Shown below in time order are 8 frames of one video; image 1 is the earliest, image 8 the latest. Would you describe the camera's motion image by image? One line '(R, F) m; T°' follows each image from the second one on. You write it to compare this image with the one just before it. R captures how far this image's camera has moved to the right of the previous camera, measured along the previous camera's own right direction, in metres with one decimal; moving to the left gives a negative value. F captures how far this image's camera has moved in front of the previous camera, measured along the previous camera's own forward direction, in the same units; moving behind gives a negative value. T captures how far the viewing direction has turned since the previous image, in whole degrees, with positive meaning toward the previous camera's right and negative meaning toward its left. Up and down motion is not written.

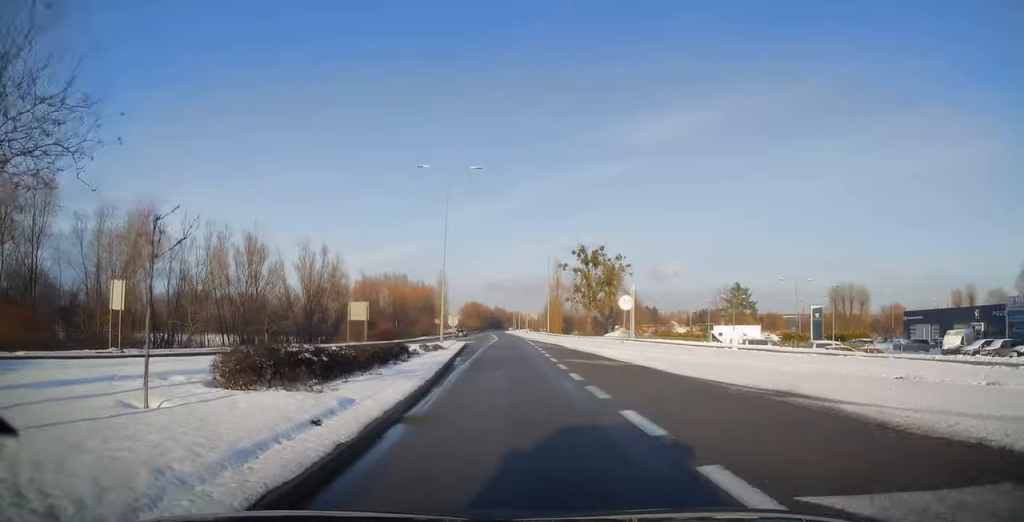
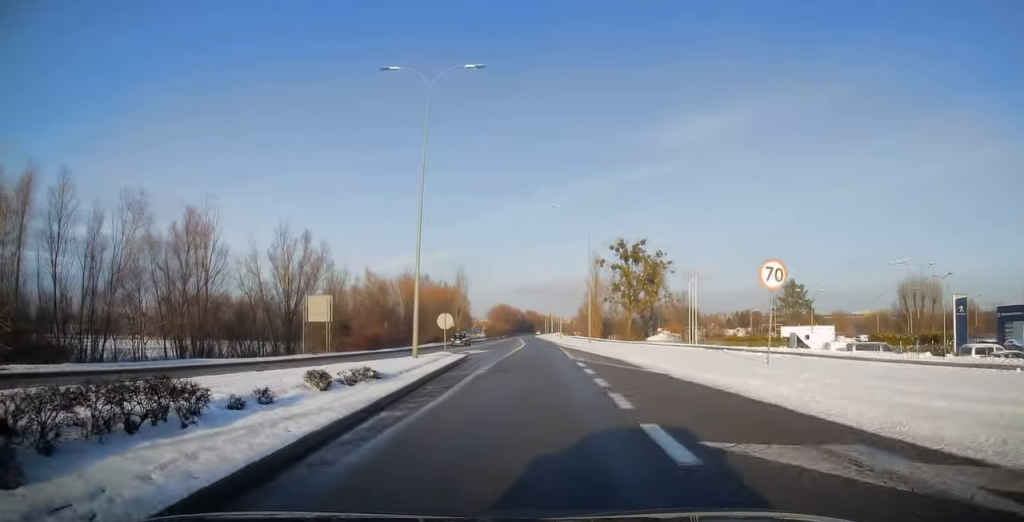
(-0.4, +17.3) m; -2°
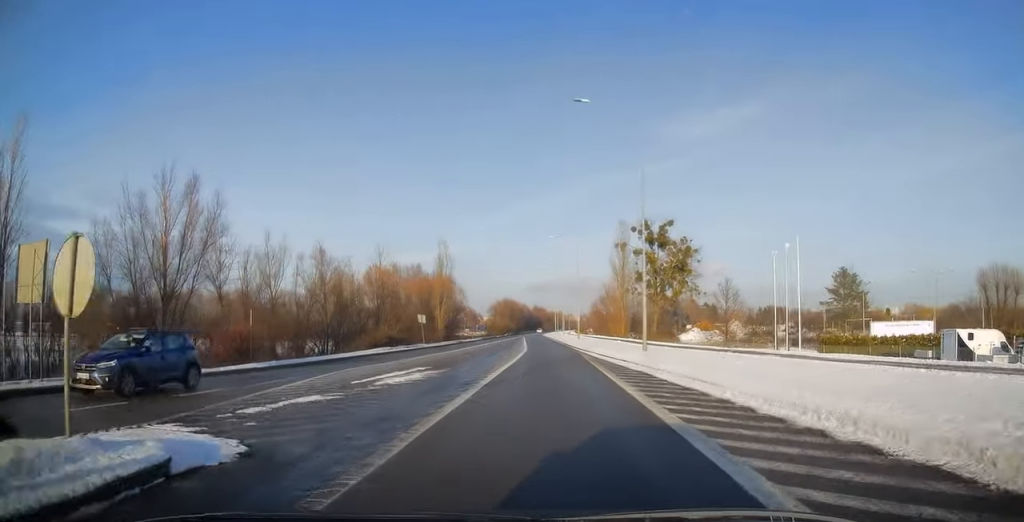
(-0.3, +25.0) m; -2°
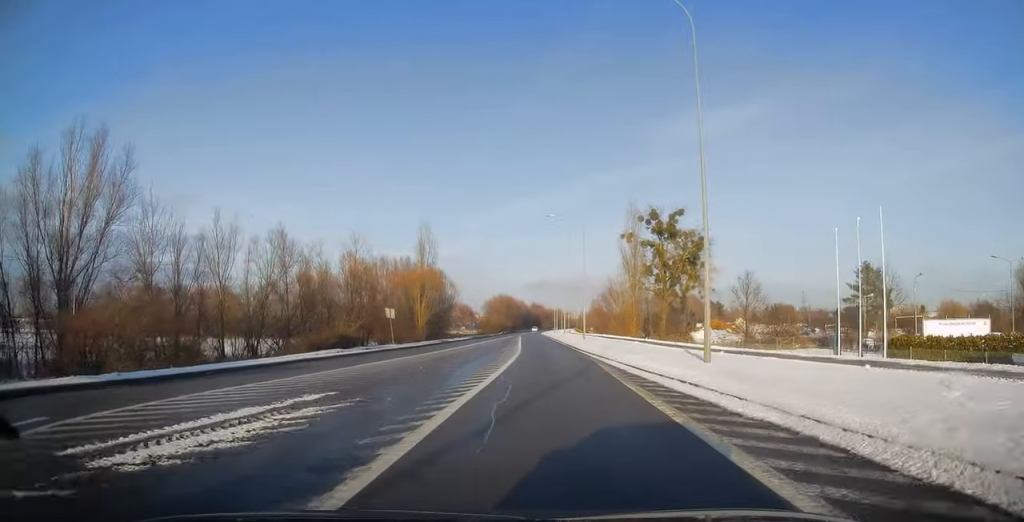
(-0.1, +11.2) m; 0°
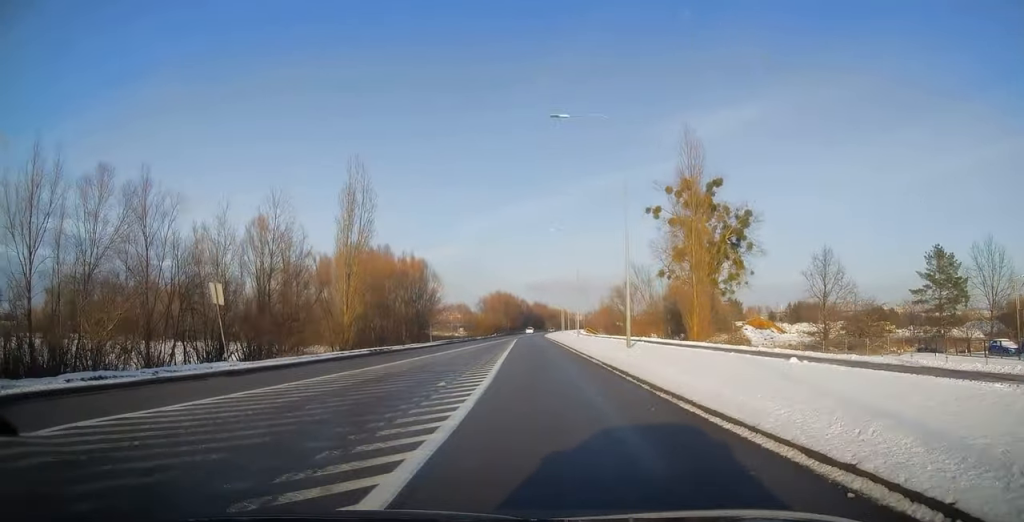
(0.0, +25.3) m; 0°
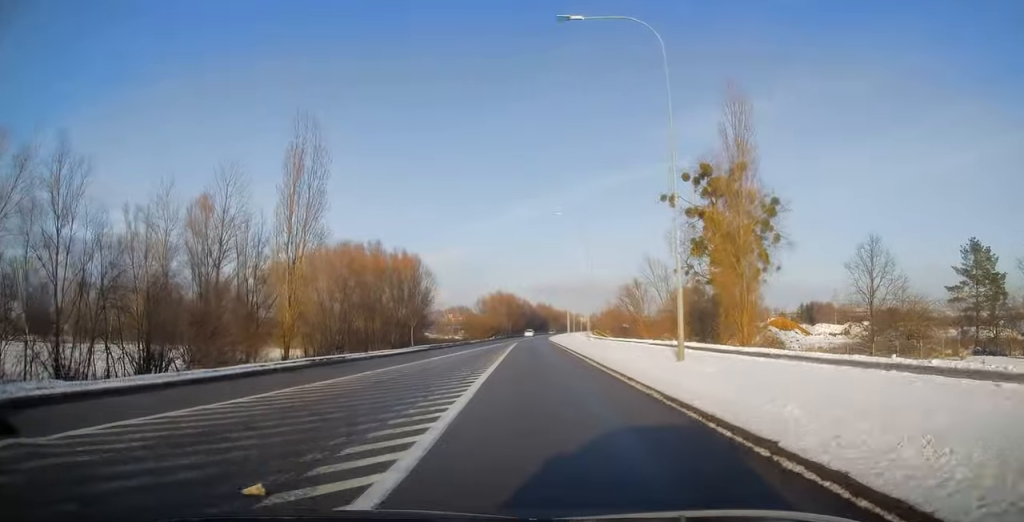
(-0.1, +9.8) m; 0°
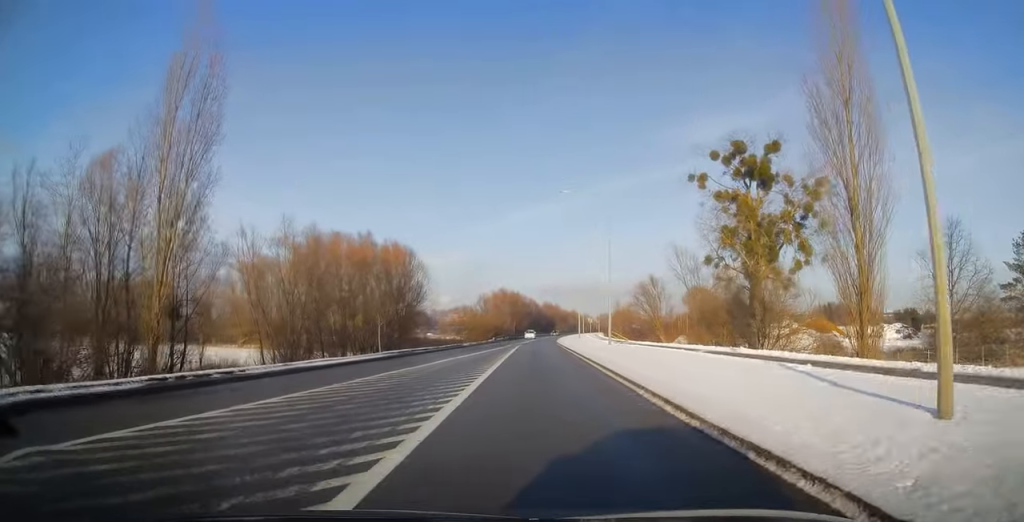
(0.0, +11.7) m; 0°
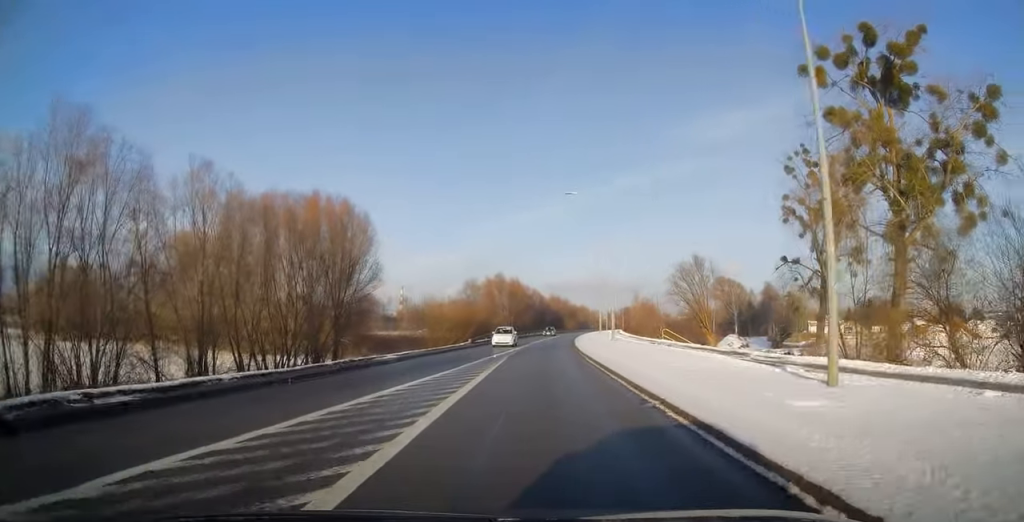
(-0.3, +30.5) m; -1°
